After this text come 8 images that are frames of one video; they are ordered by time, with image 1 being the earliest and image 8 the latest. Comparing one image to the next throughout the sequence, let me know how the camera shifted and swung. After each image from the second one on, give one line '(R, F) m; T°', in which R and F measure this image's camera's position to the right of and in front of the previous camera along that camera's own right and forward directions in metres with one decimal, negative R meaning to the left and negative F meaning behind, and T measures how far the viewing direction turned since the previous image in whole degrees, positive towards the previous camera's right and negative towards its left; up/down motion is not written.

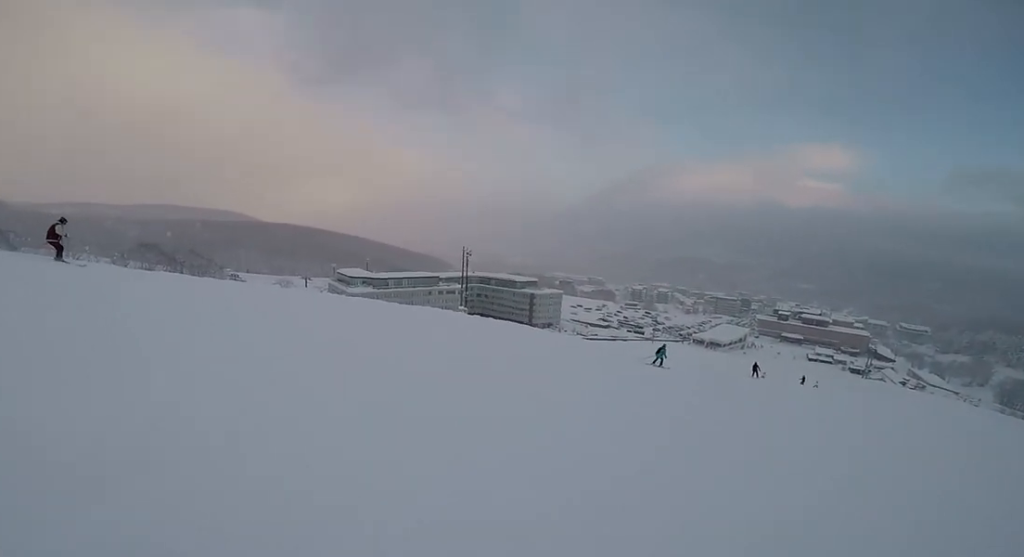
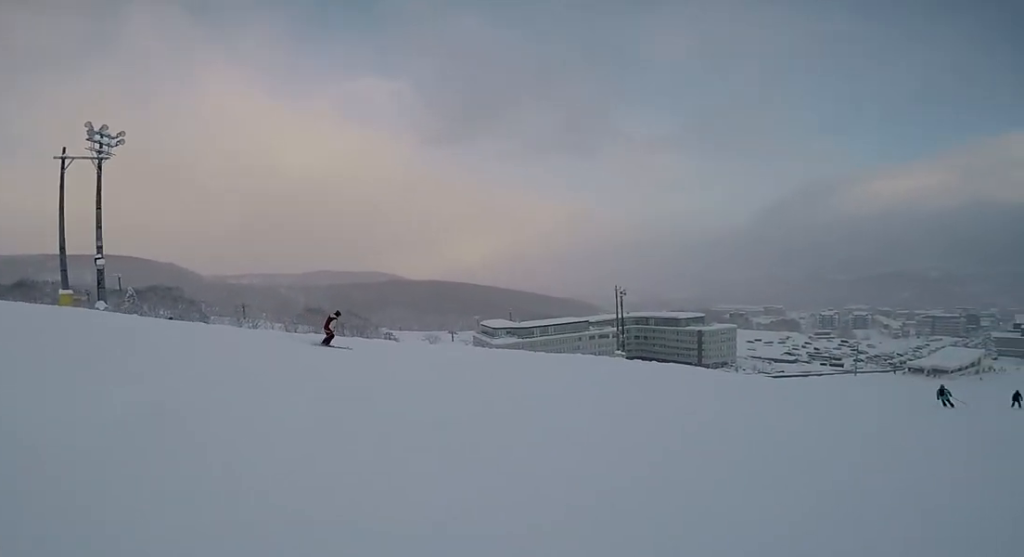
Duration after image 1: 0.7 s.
(-0.4, +1.6) m; -13°
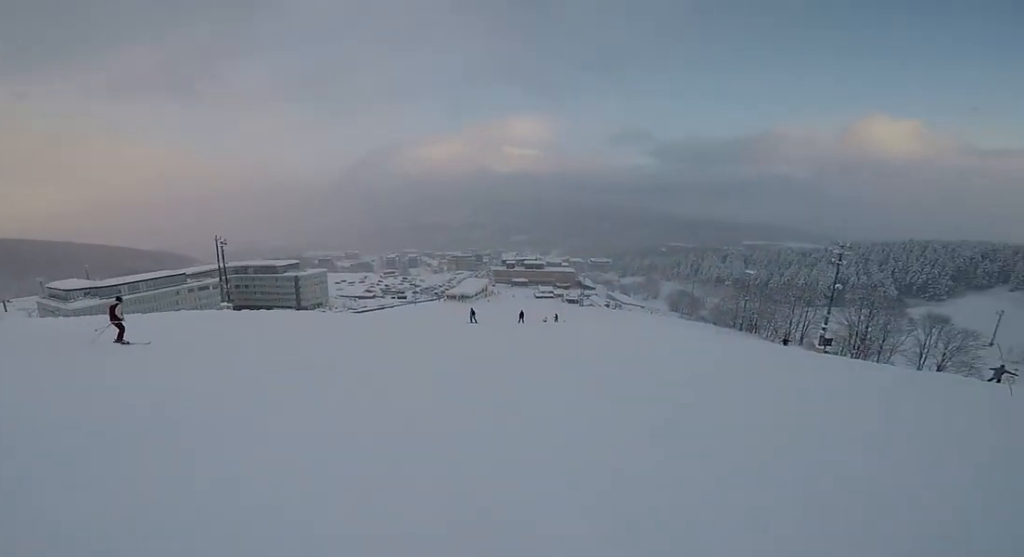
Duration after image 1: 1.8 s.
(-0.1, +2.9) m; +17°
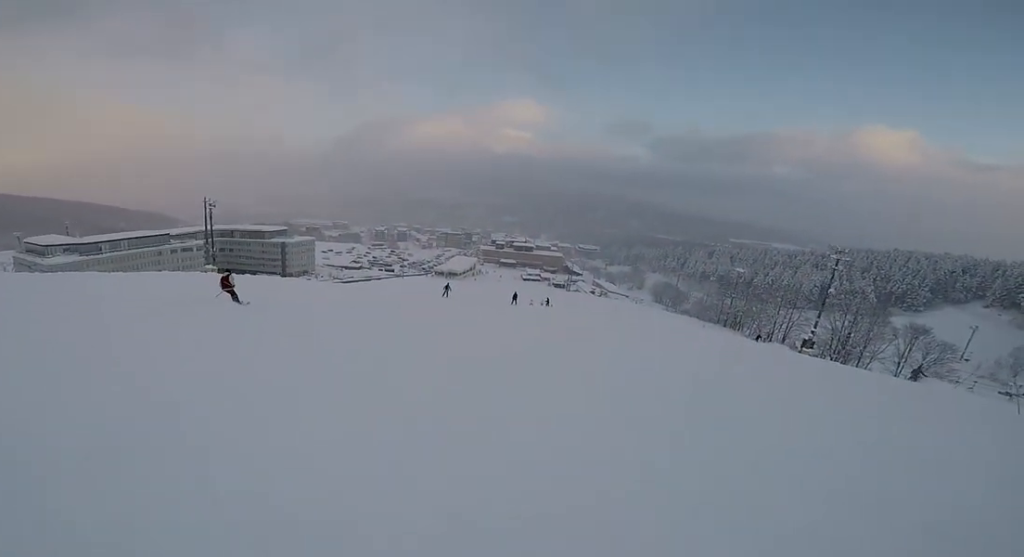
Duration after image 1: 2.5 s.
(+0.3, +1.7) m; +20°
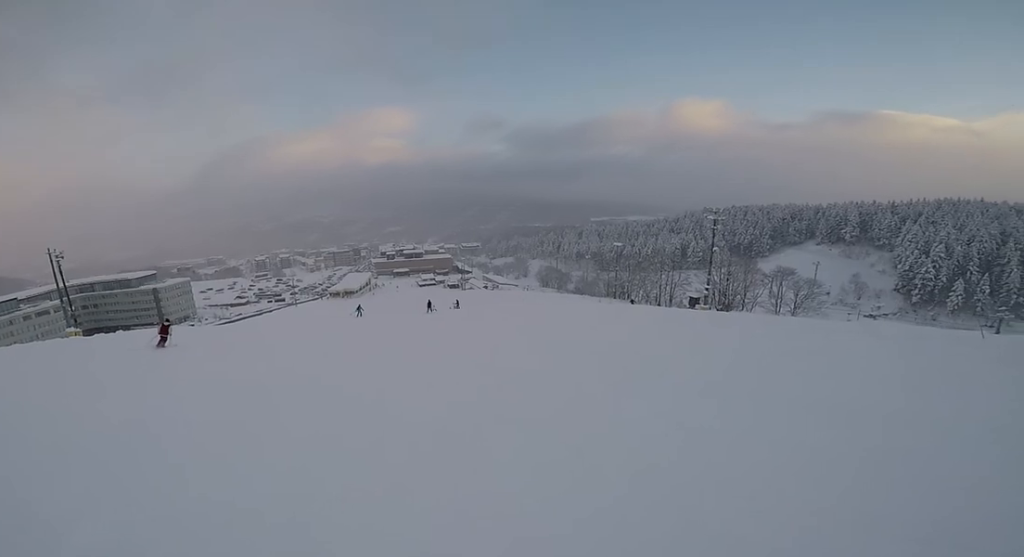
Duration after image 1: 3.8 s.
(+1.2, +4.3) m; +29°
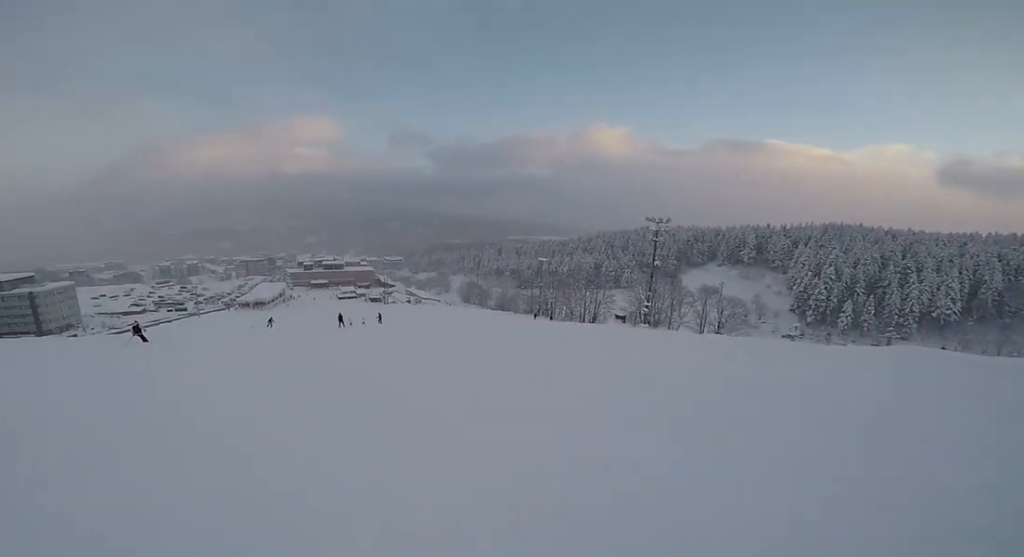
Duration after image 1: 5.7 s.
(+1.8, +7.3) m; +10°
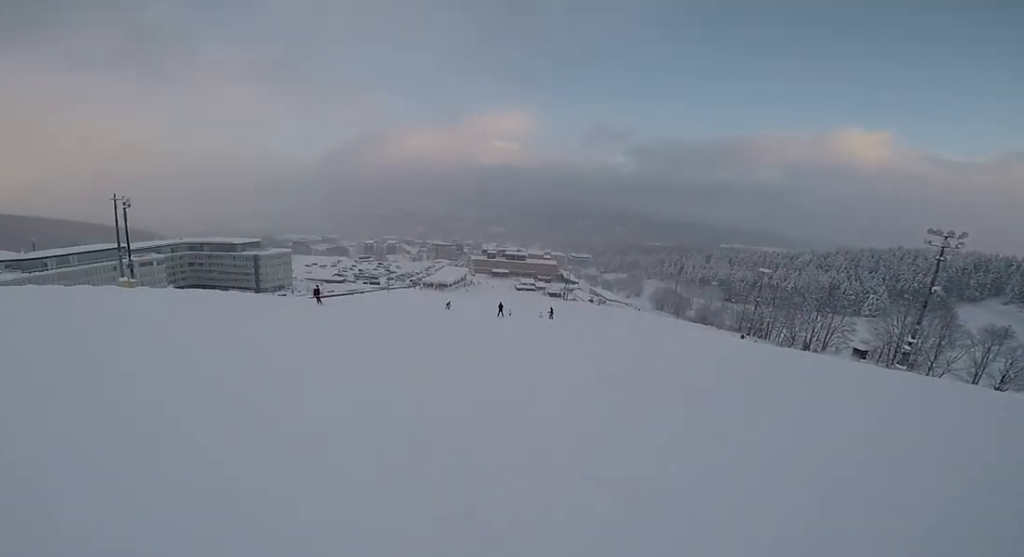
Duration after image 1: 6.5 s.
(+0.1, +3.2) m; -20°
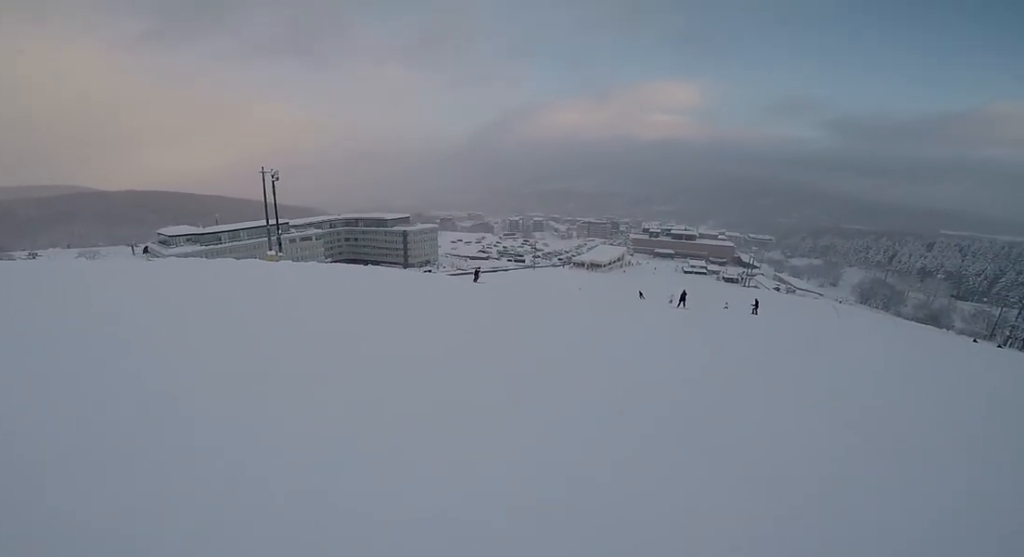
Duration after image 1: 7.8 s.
(-2.2, +5.8) m; -12°
